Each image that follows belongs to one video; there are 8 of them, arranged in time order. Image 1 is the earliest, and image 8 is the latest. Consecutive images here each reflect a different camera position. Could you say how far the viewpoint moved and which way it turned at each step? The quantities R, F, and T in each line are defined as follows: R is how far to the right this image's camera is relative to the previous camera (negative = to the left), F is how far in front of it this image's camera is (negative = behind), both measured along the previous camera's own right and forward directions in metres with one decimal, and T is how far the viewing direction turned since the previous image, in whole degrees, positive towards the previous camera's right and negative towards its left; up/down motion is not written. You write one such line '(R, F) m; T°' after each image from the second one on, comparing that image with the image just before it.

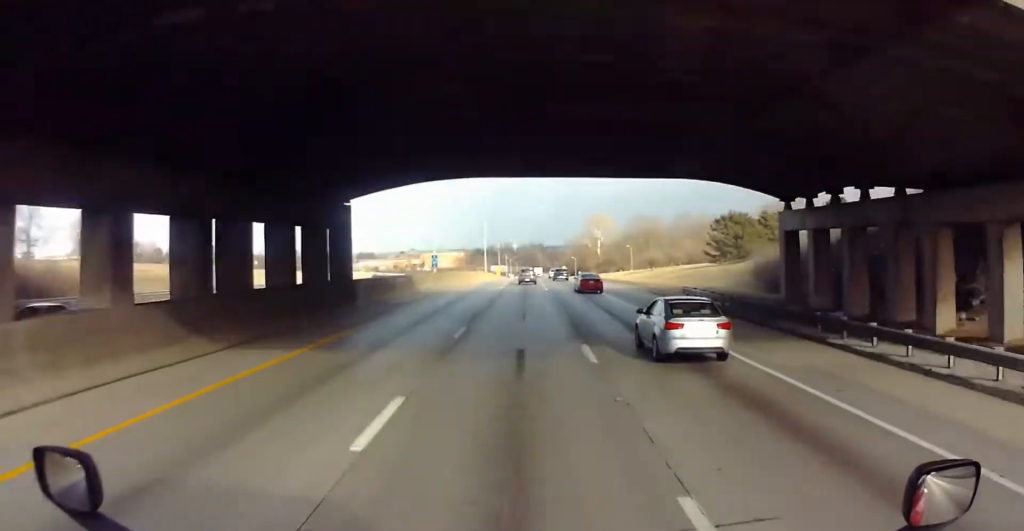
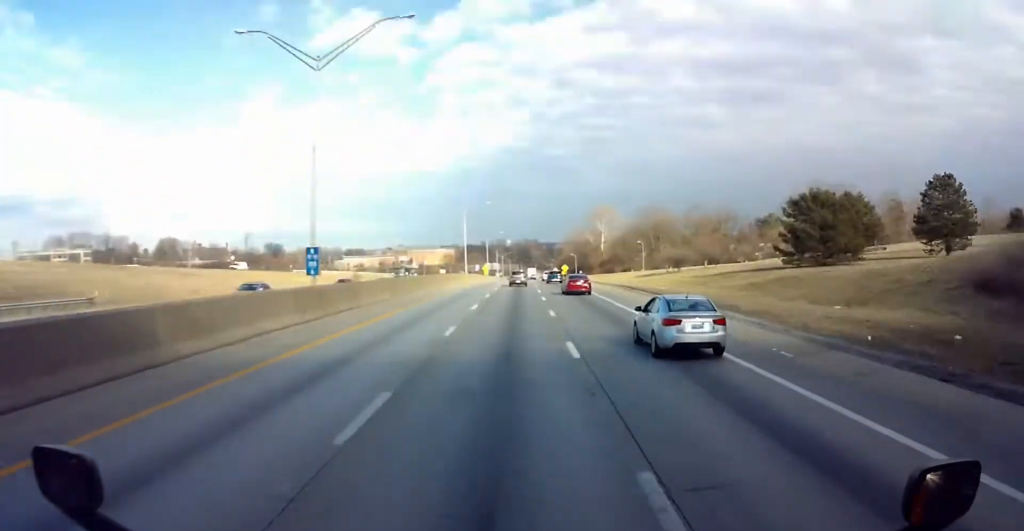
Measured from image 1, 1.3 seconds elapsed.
(+0.4, +35.3) m; +1°
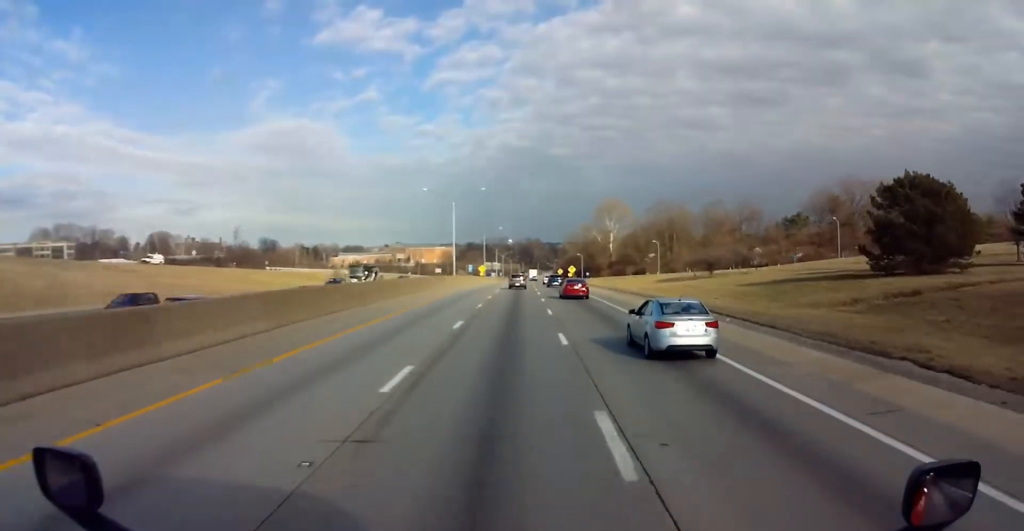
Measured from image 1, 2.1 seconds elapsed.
(+0.2, +20.9) m; 0°
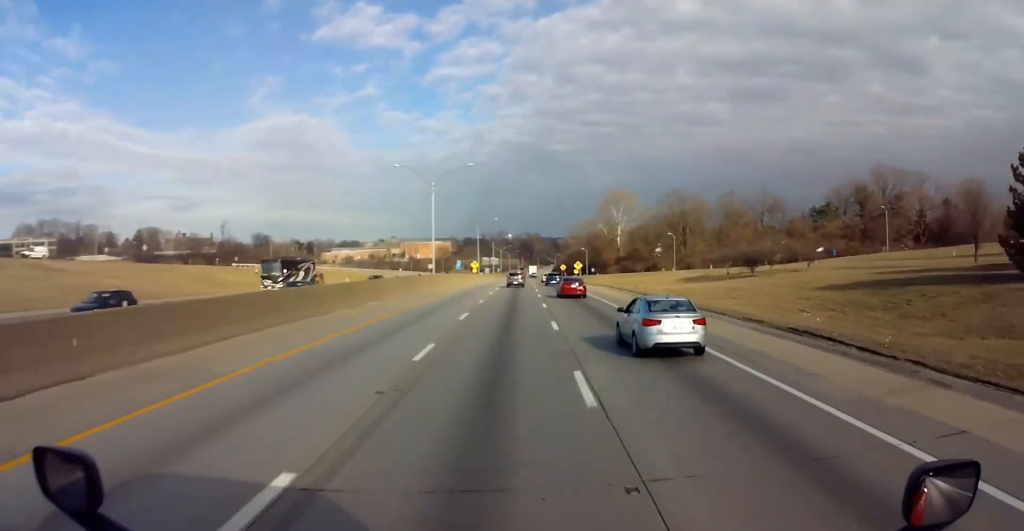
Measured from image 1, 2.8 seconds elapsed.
(+0.1, +20.2) m; 0°
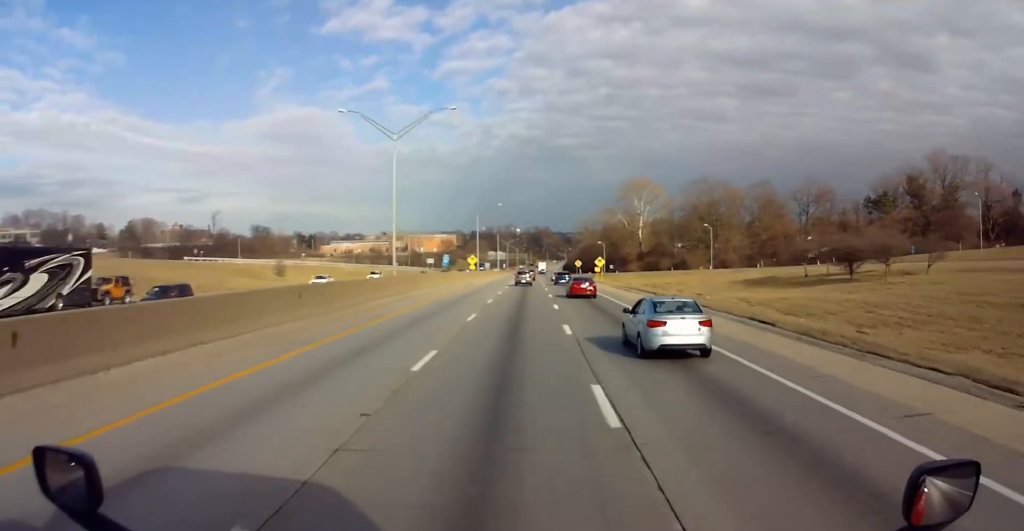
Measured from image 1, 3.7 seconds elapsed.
(0.0, +26.0) m; 0°
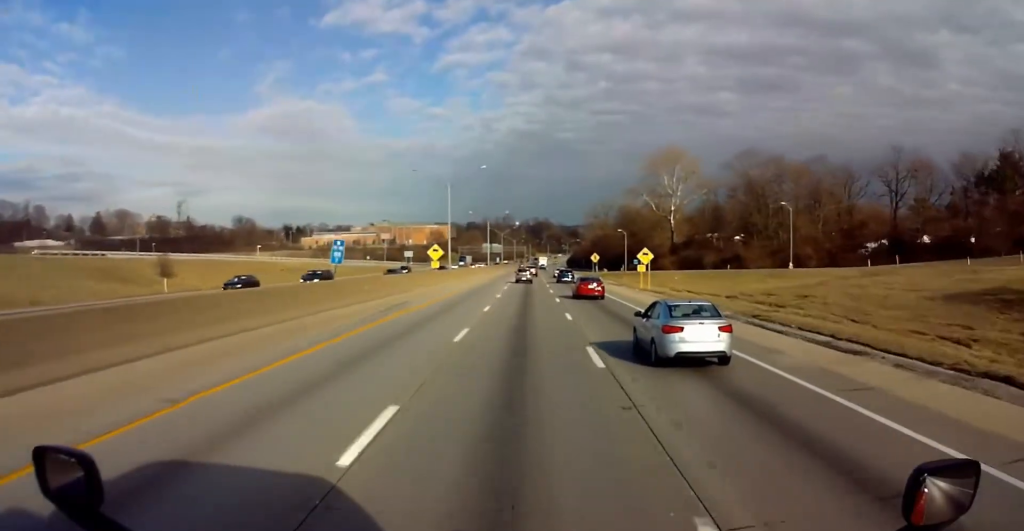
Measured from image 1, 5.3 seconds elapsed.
(+0.4, +42.9) m; 0°
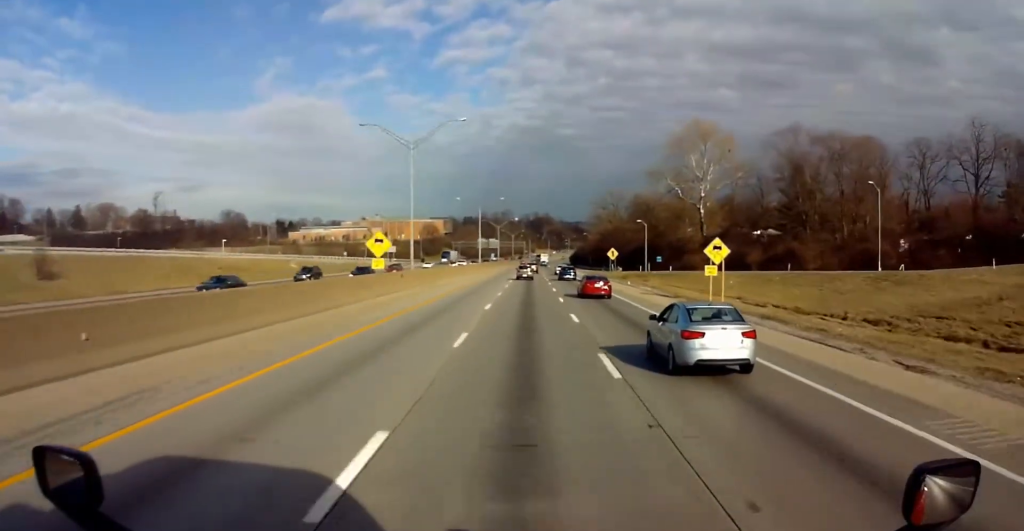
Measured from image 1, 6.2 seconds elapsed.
(-0.5, +25.6) m; 0°
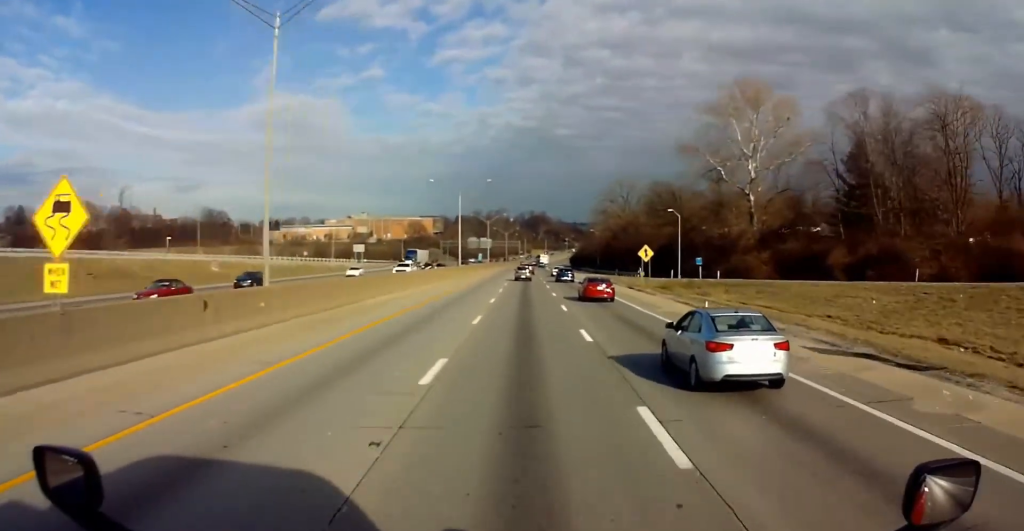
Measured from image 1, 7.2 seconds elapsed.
(+0.2, +29.9) m; +1°
